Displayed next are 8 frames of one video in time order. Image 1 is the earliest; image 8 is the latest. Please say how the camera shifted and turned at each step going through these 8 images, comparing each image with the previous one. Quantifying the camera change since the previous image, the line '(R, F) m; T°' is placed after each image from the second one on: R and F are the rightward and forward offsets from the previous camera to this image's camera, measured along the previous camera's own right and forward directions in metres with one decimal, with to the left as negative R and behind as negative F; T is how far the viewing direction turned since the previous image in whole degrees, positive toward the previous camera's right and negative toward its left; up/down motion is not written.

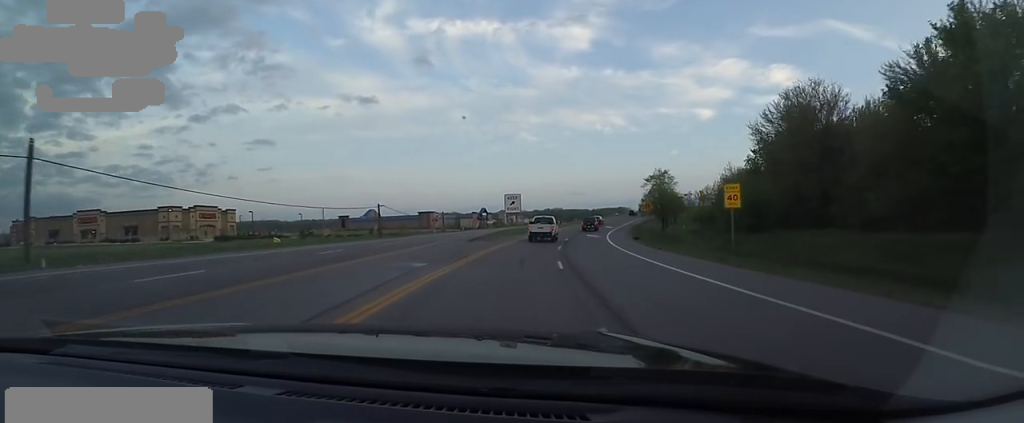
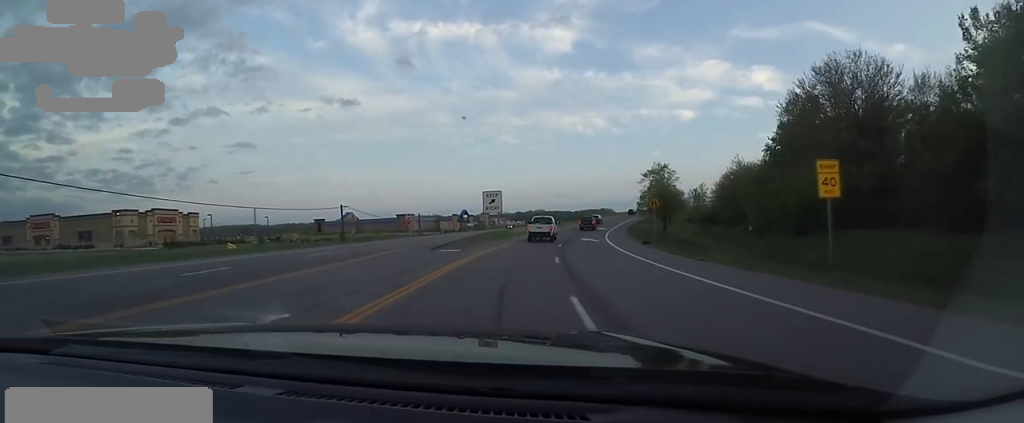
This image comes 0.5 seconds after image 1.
(+0.3, +9.3) m; +2°
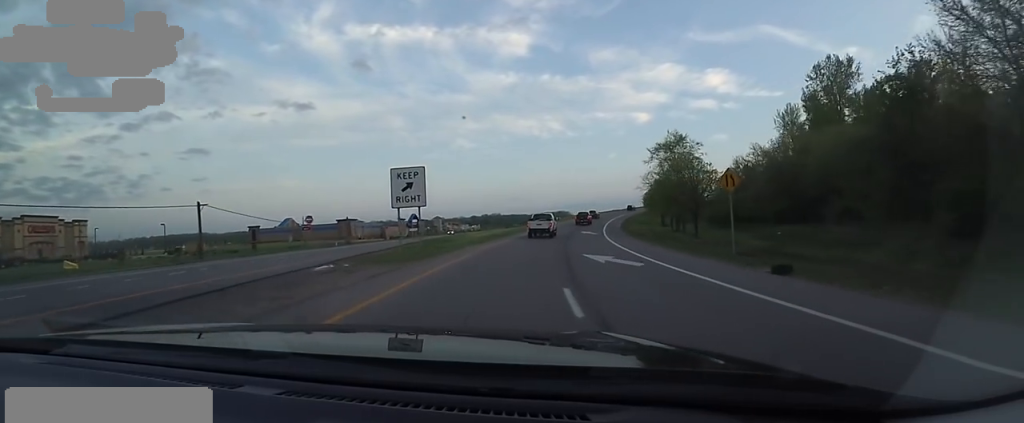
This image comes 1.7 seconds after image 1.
(+0.1, +24.0) m; +2°
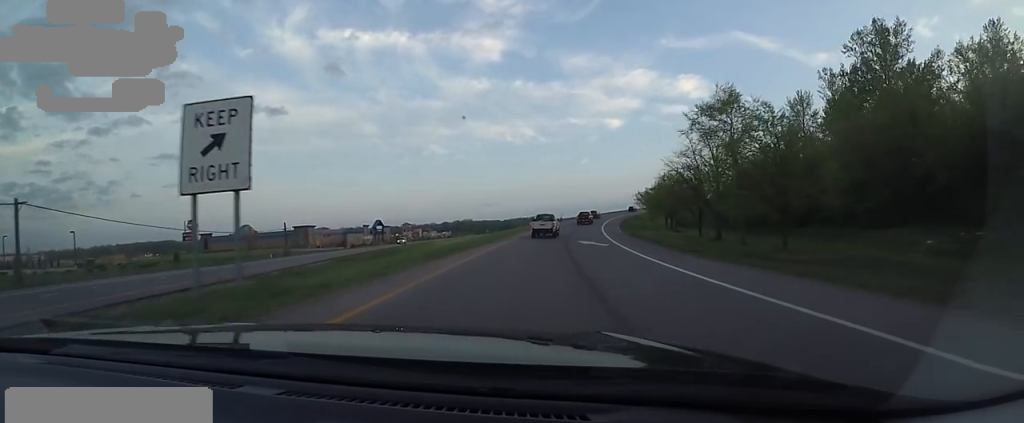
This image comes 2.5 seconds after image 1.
(+0.2, +16.6) m; +4°
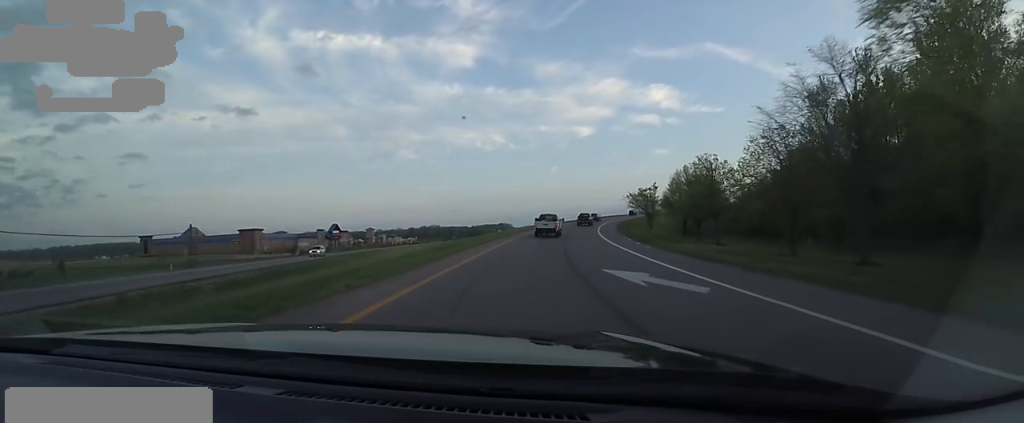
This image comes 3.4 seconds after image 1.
(+1.3, +18.6) m; +4°
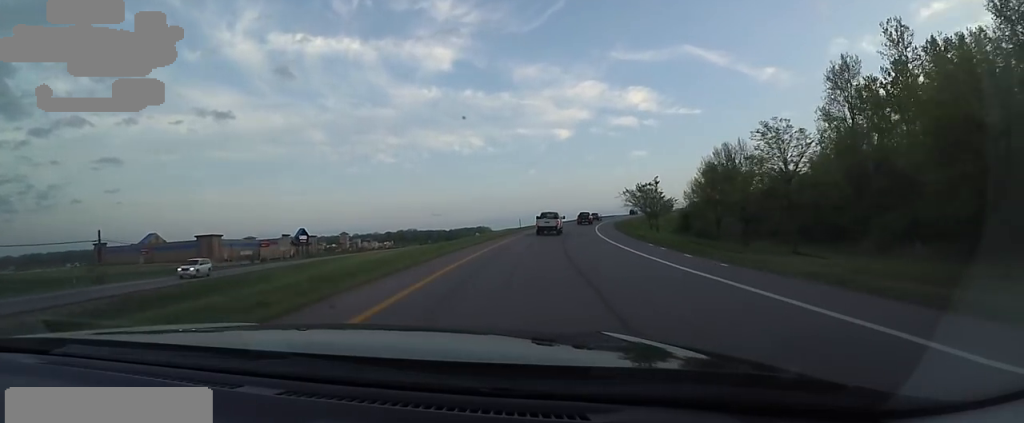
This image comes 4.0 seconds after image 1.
(0.0, +13.7) m; +2°
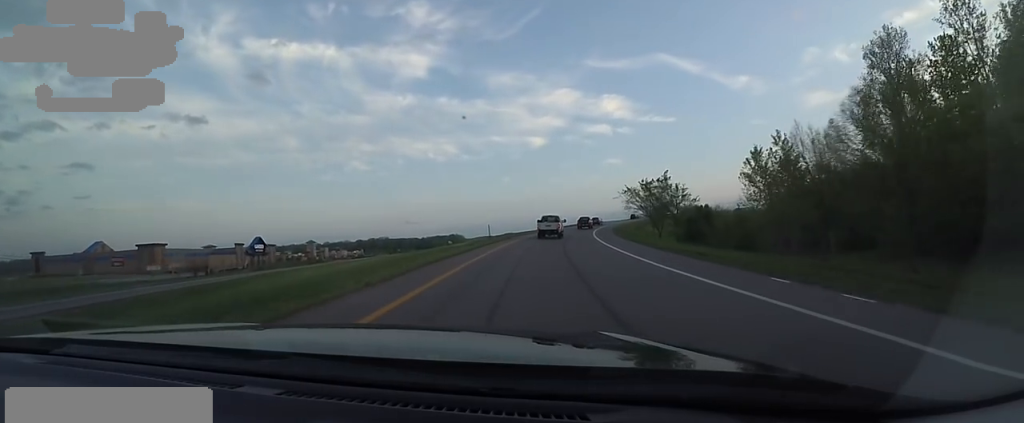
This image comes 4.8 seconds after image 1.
(+0.5, +16.9) m; +4°
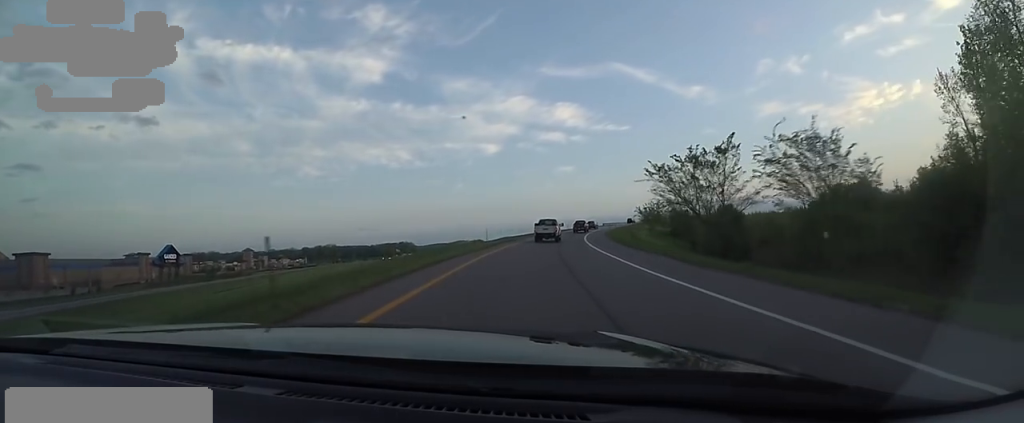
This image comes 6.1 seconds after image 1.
(+1.7, +28.0) m; +6°
